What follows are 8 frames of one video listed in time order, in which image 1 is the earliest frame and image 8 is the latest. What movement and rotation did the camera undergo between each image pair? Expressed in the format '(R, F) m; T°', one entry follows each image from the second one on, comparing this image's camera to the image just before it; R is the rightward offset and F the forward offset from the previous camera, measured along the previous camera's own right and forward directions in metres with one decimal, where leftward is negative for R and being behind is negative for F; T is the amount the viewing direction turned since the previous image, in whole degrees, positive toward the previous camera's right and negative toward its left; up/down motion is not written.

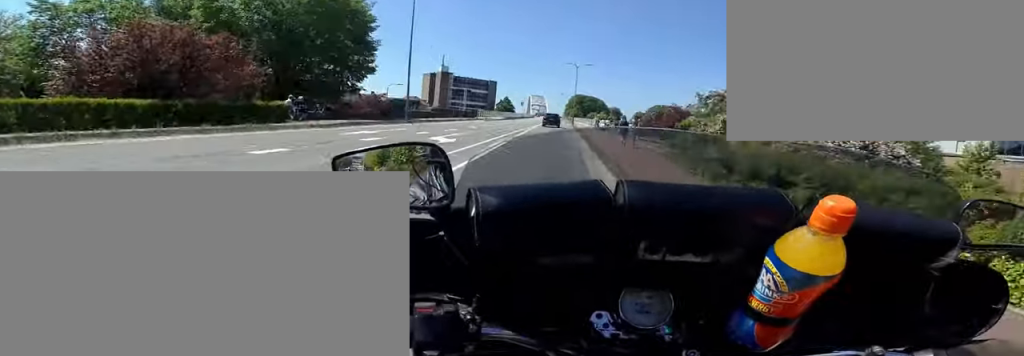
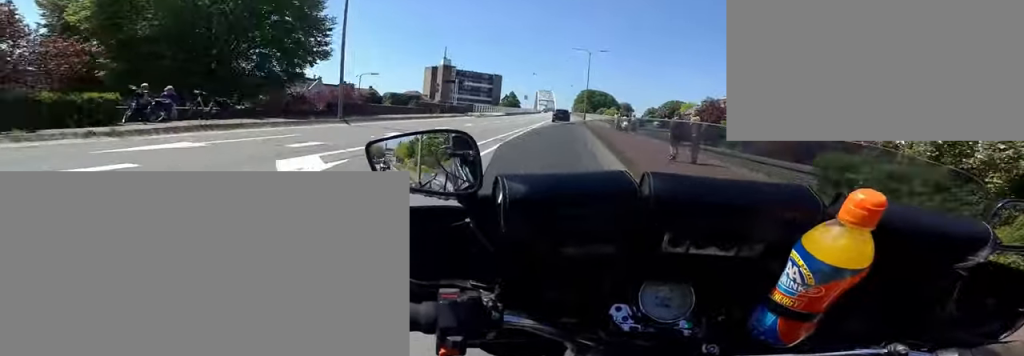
(+0.2, +7.5) m; 0°
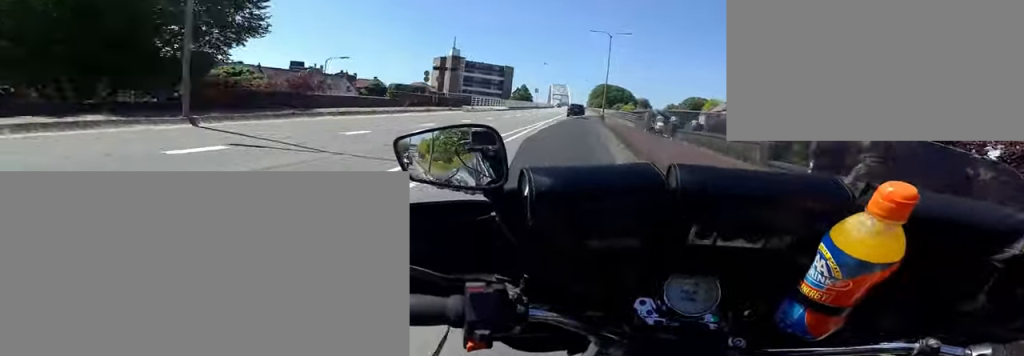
(+0.2, +7.0) m; 0°
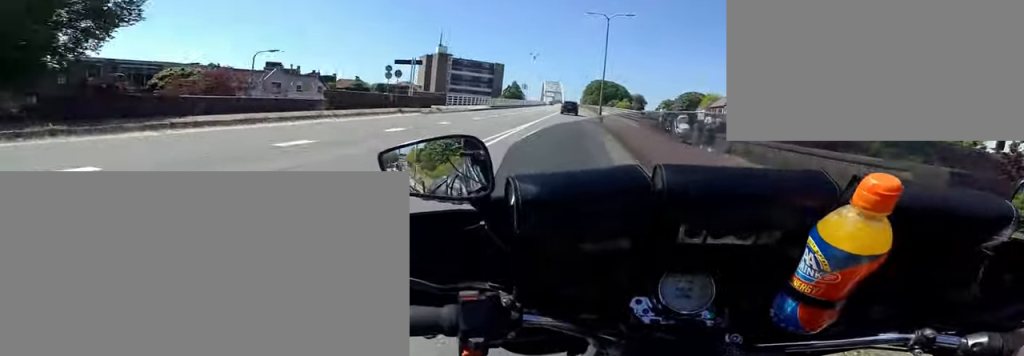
(-0.2, +5.8) m; 0°
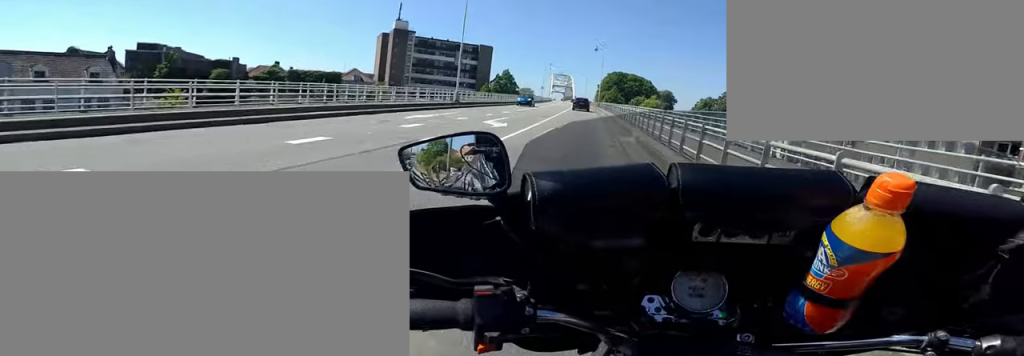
(-0.2, +36.9) m; -2°
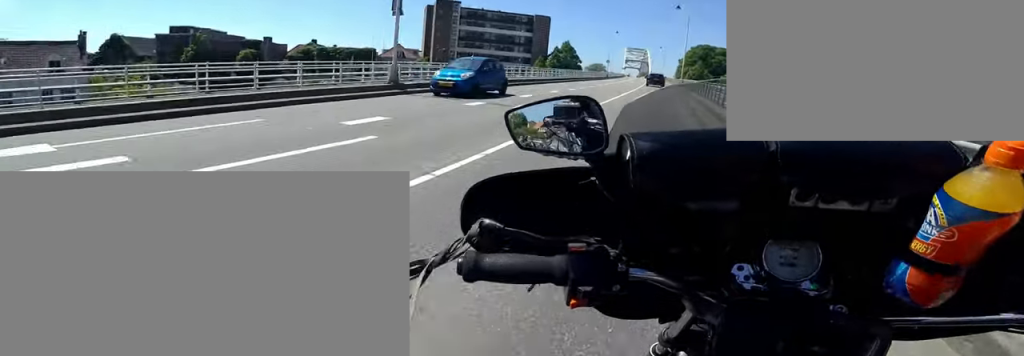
(-0.5, +13.2) m; +1°
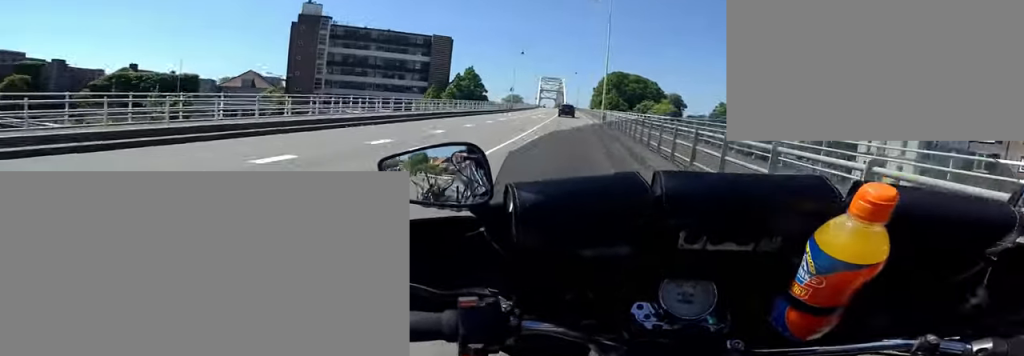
(+0.7, +15.5) m; +1°
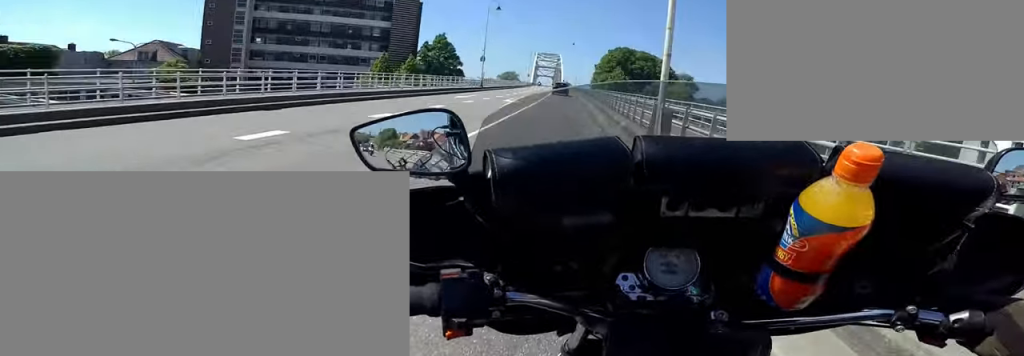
(-0.4, +15.5) m; -3°
